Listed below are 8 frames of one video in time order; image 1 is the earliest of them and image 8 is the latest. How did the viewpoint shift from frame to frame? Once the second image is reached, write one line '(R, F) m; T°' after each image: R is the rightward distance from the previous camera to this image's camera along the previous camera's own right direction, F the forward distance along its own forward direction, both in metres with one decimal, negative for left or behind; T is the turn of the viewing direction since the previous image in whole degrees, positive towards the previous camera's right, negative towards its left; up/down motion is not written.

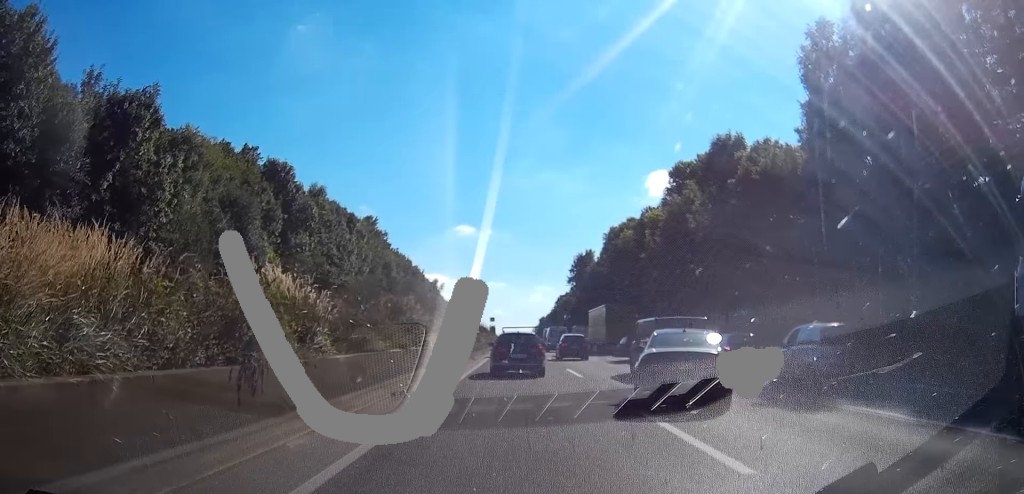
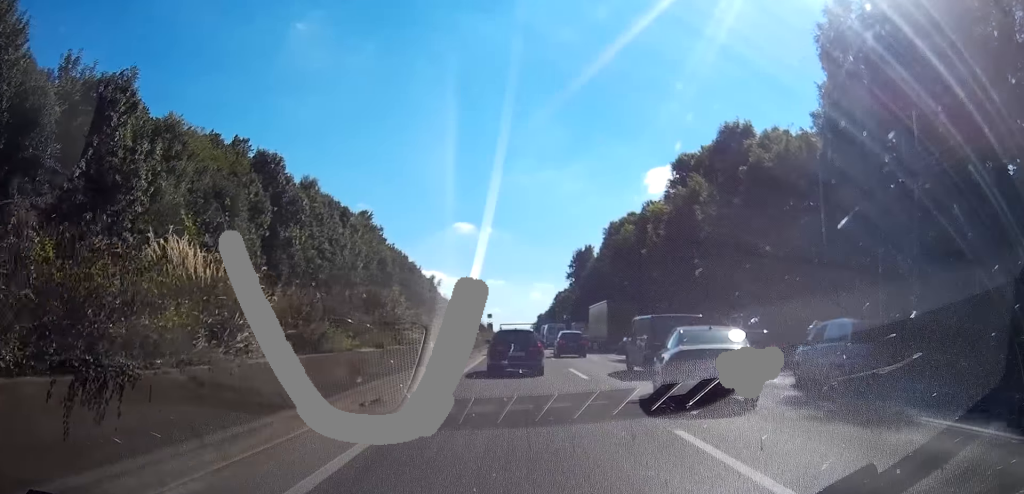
(0.0, +3.4) m; 0°
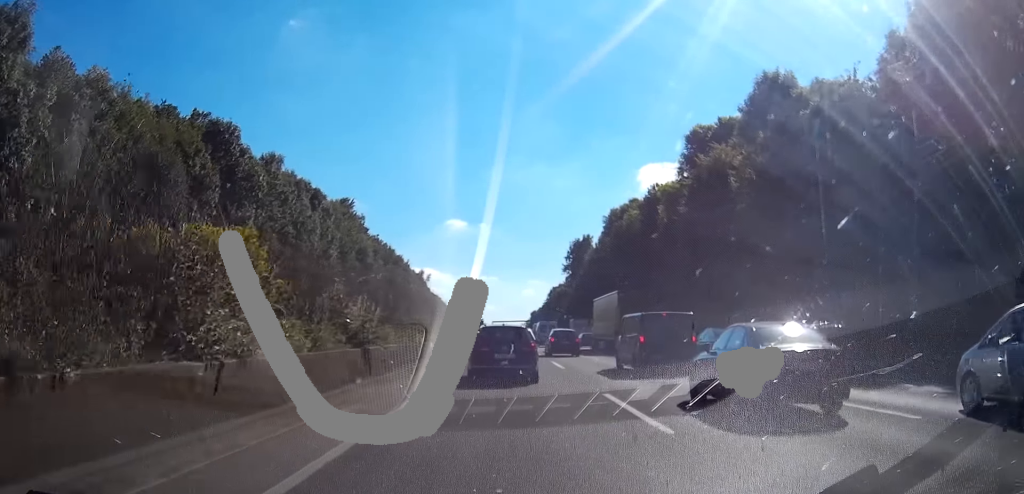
(-0.1, +10.8) m; 0°
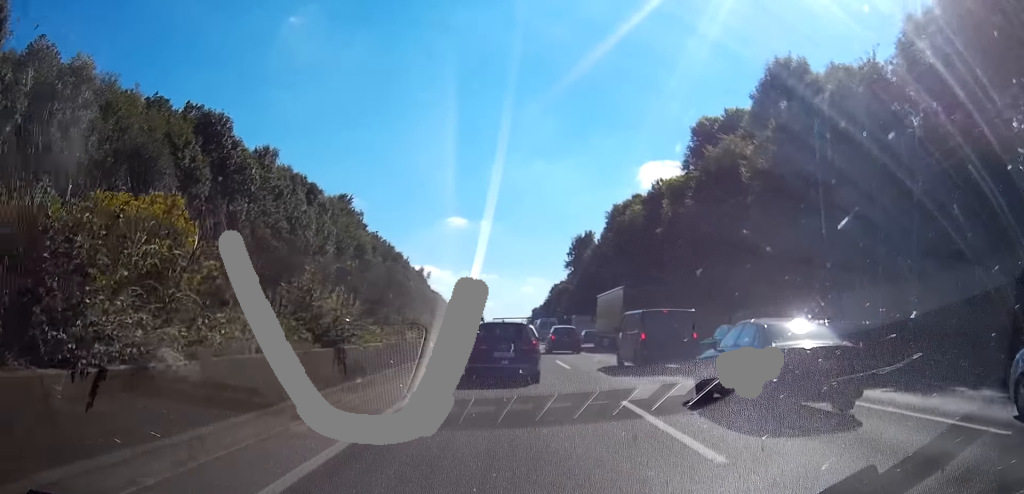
(-0.1, +1.9) m; +2°
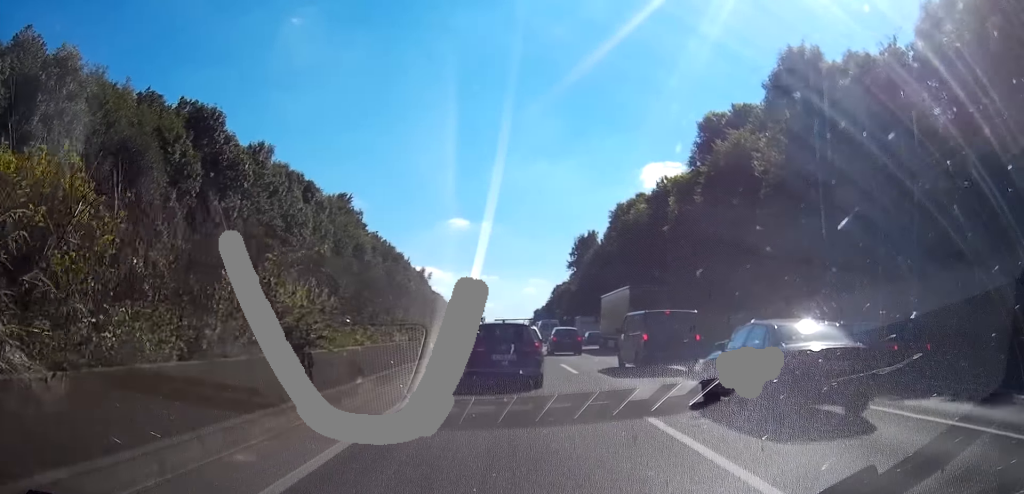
(0.0, +1.8) m; 0°
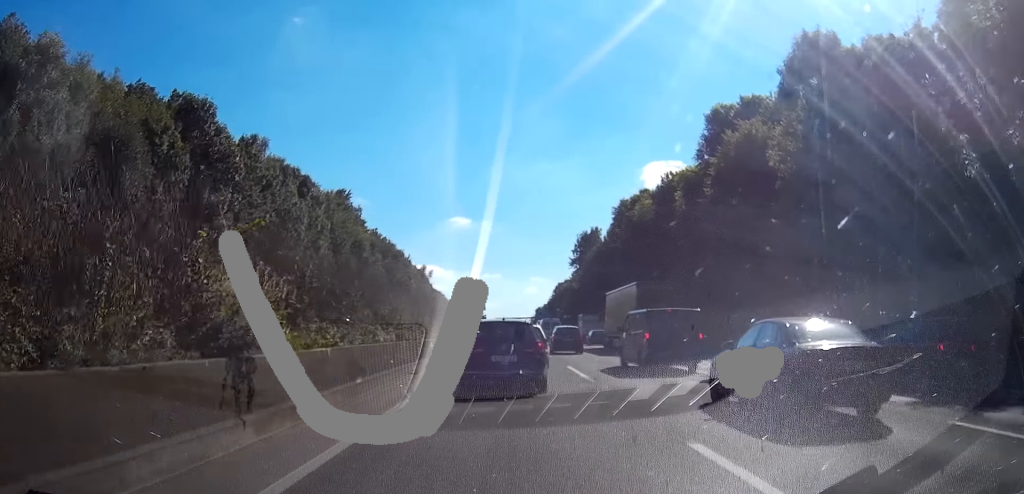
(+0.2, +1.9) m; -1°
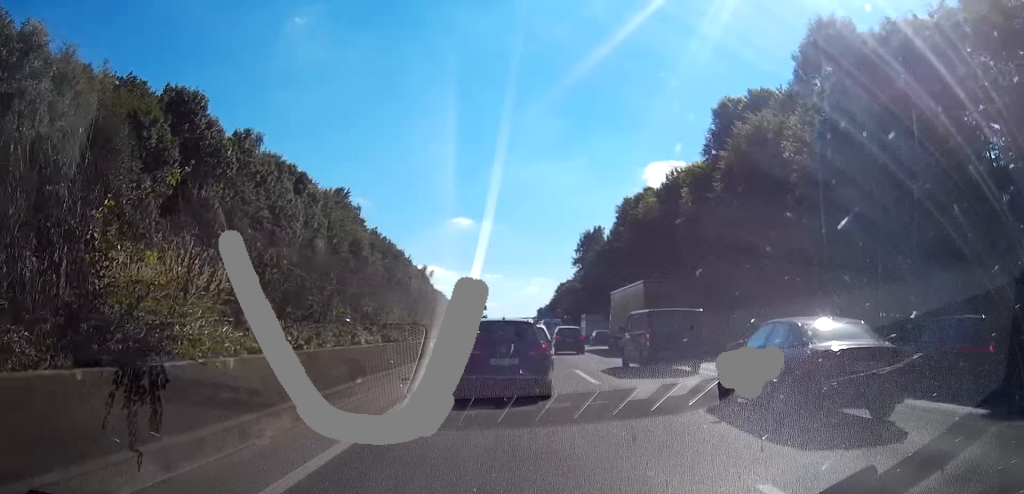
(0.0, +1.7) m; -1°
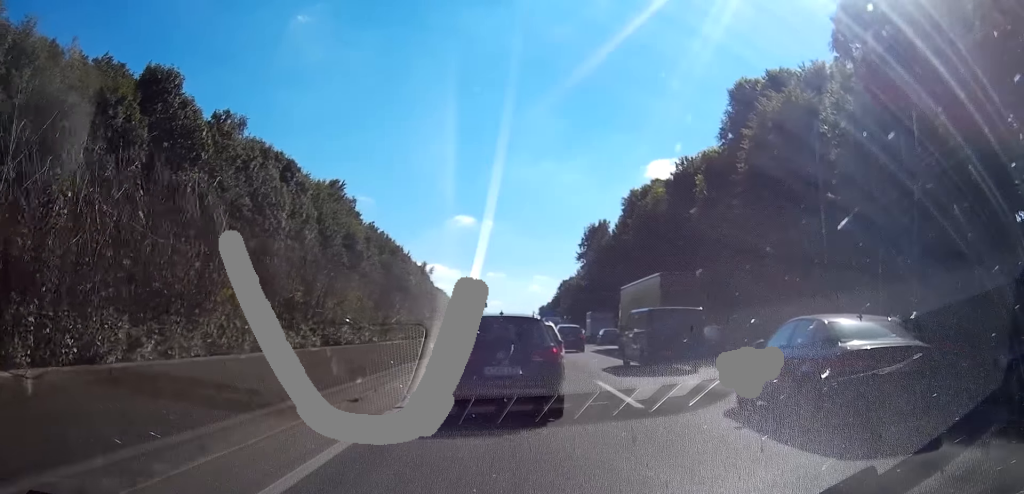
(-0.2, +3.7) m; 0°
